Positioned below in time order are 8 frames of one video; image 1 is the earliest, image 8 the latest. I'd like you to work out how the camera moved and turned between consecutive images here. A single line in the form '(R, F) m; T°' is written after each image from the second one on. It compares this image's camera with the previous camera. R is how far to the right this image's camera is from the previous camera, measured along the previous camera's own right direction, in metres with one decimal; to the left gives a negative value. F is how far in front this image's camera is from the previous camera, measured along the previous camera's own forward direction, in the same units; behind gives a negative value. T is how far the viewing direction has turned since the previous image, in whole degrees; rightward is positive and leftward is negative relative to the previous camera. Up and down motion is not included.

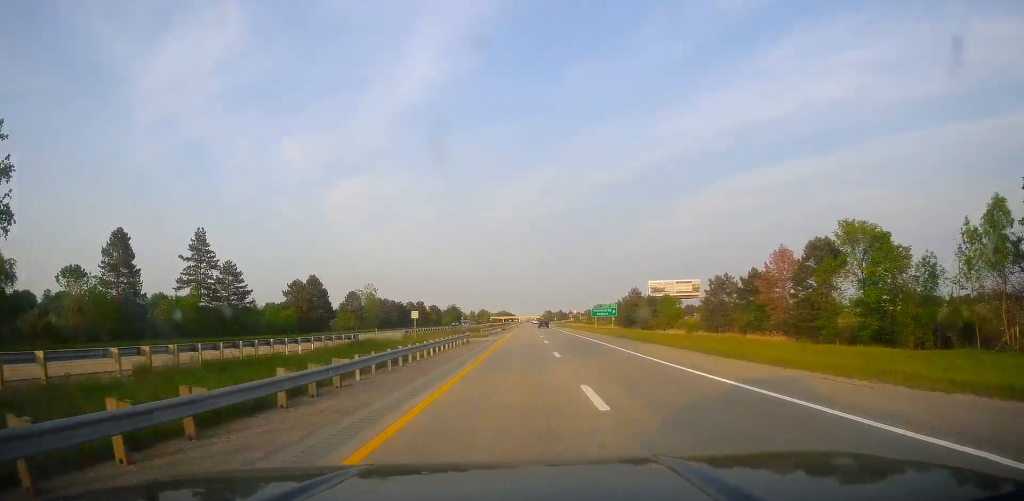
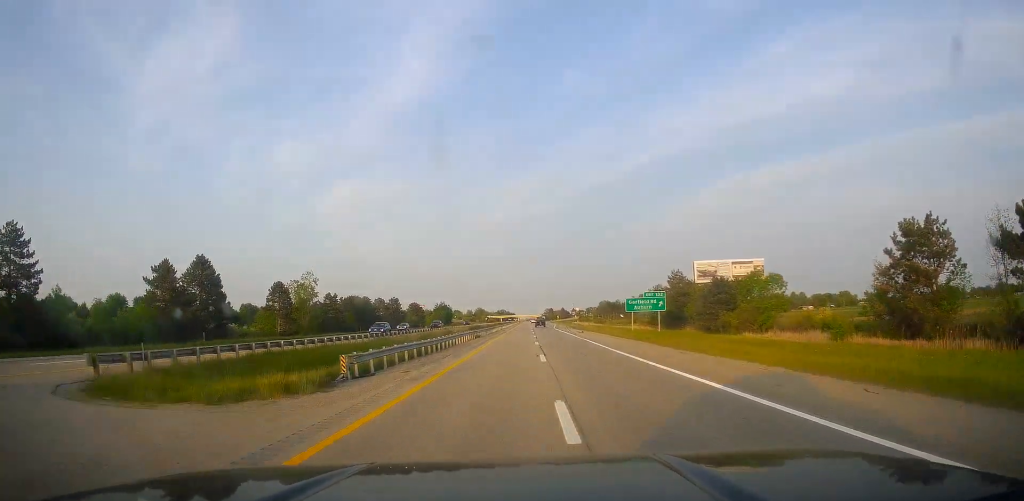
(+0.3, +48.3) m; +1°
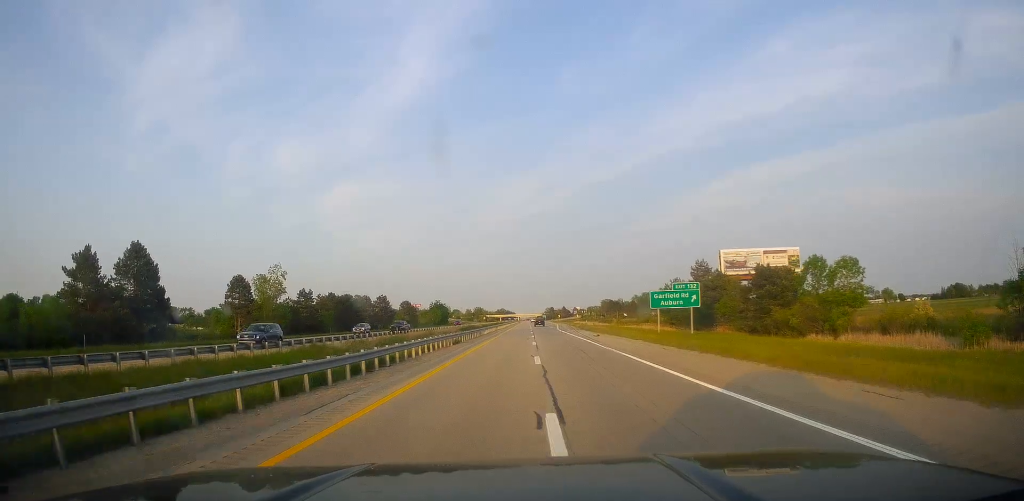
(+0.2, +16.8) m; 0°
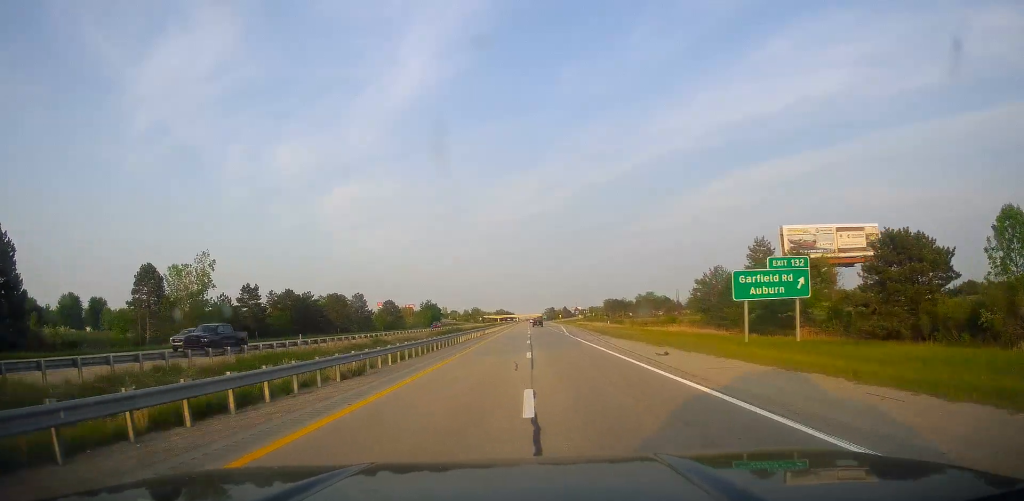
(+0.3, +26.5) m; 0°
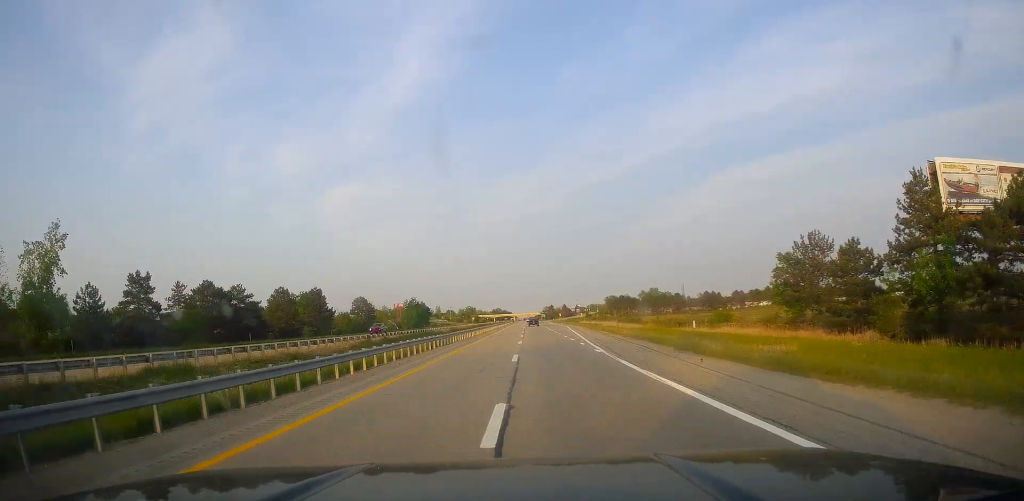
(-0.4, +32.5) m; -2°
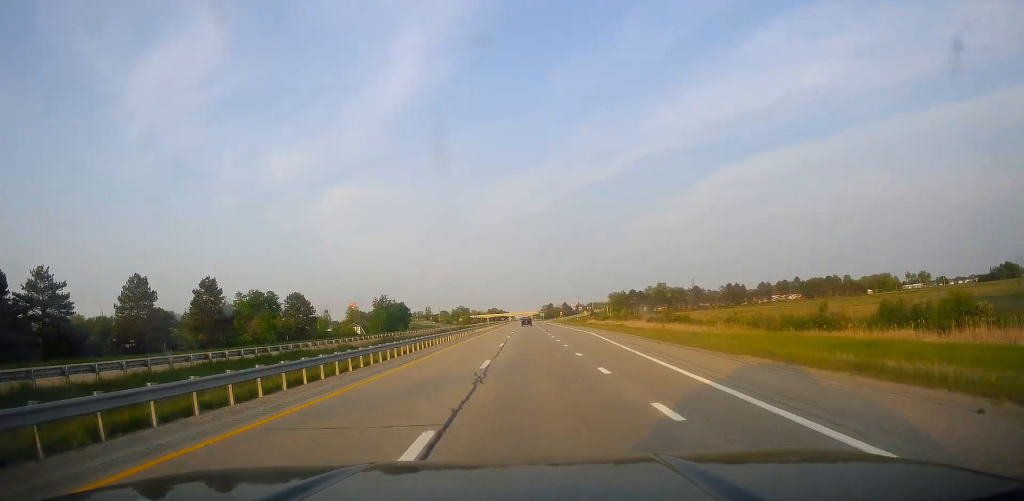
(0.0, +48.2) m; +1°
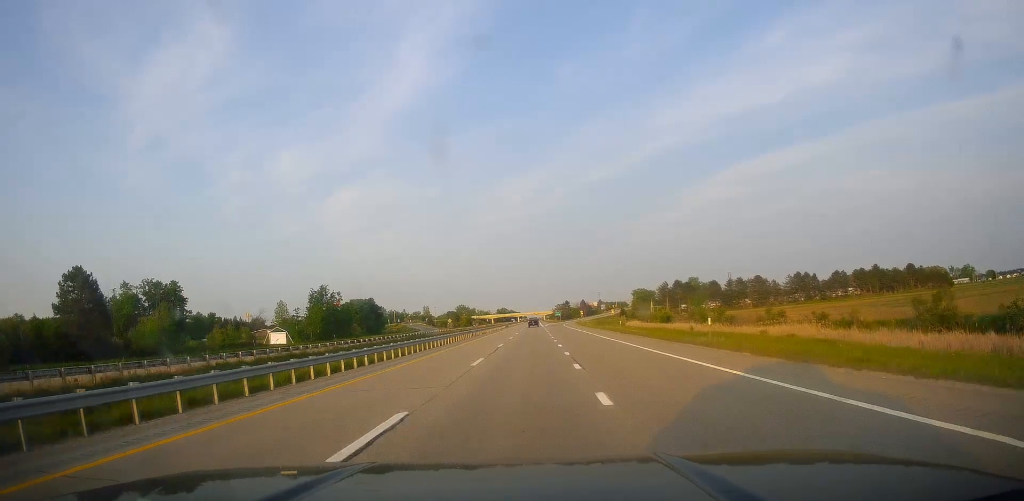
(+0.3, +74.3) m; -1°
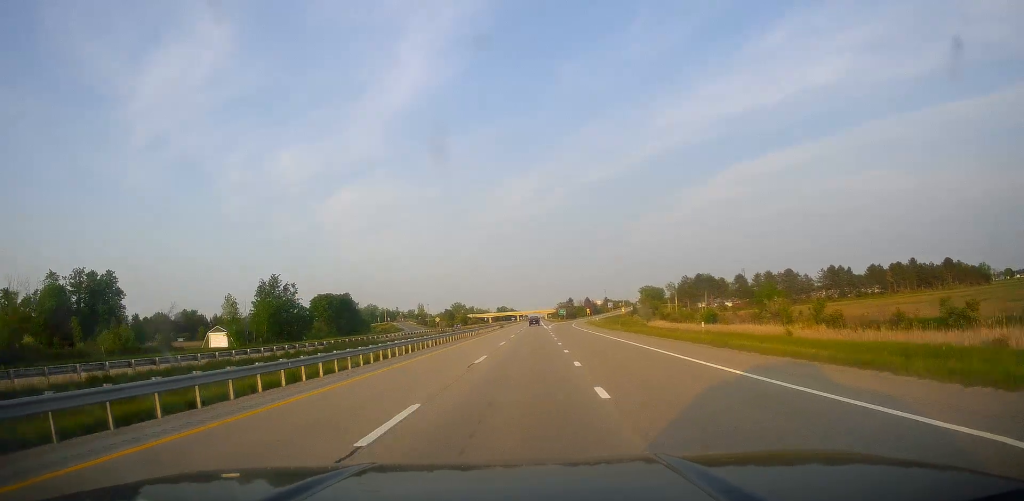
(-0.1, +29.7) m; -1°
